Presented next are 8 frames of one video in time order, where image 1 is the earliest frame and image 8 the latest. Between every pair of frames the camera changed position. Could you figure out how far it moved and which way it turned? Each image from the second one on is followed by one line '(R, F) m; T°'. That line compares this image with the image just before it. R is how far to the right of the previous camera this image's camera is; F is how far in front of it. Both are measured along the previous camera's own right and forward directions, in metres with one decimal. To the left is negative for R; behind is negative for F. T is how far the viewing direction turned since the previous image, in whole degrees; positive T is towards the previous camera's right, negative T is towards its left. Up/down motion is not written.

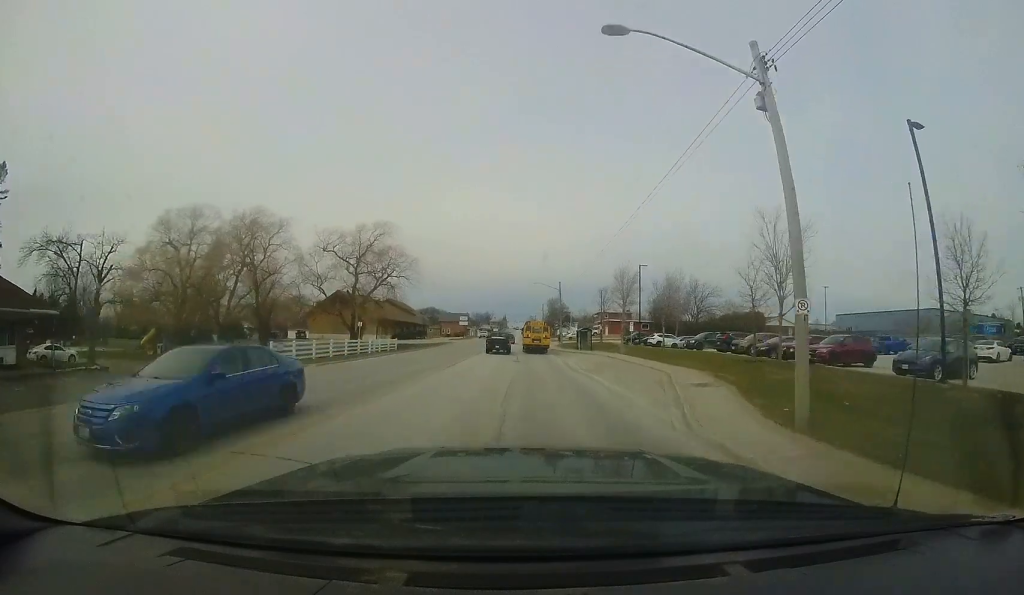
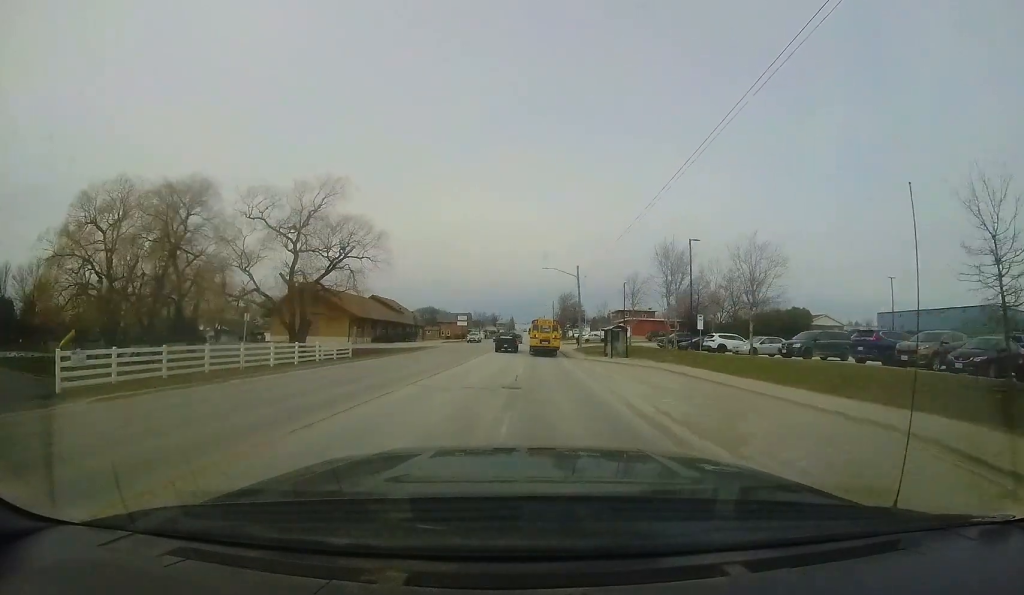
(+0.3, +13.4) m; +2°
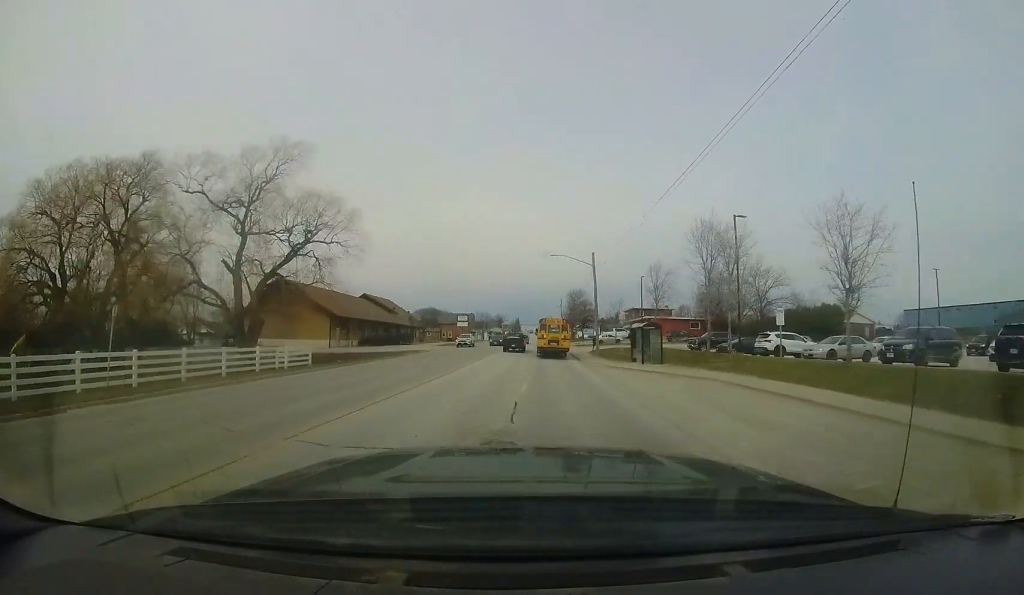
(+0.2, +7.0) m; -1°
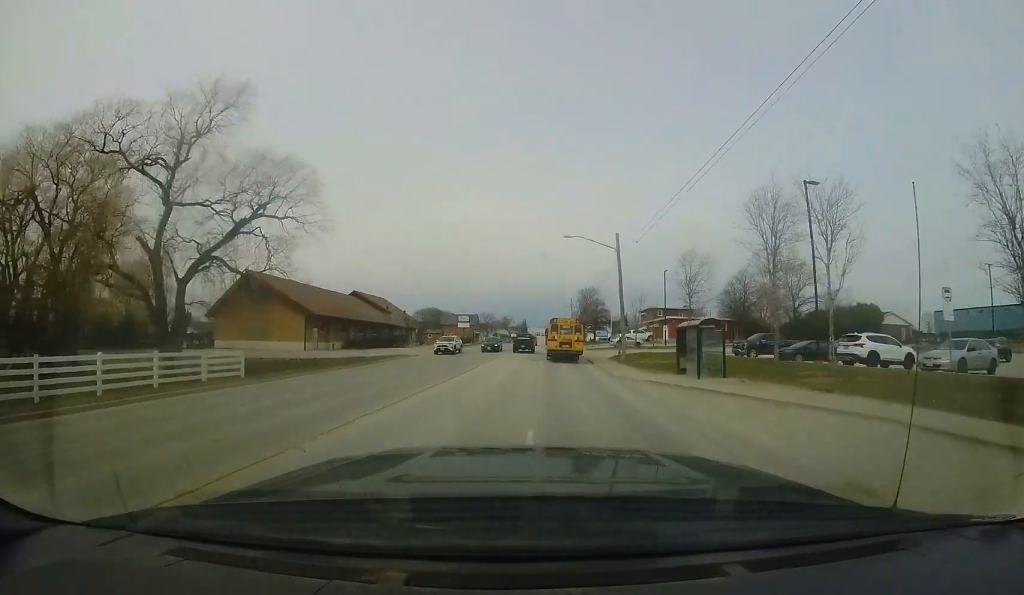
(0.0, +7.1) m; -1°
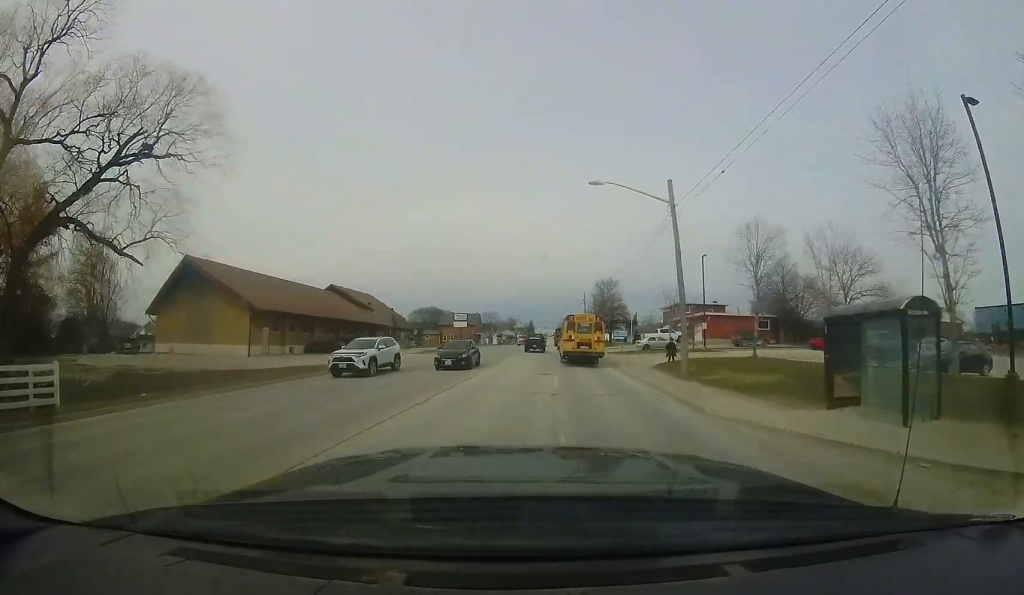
(-0.3, +9.9) m; -2°
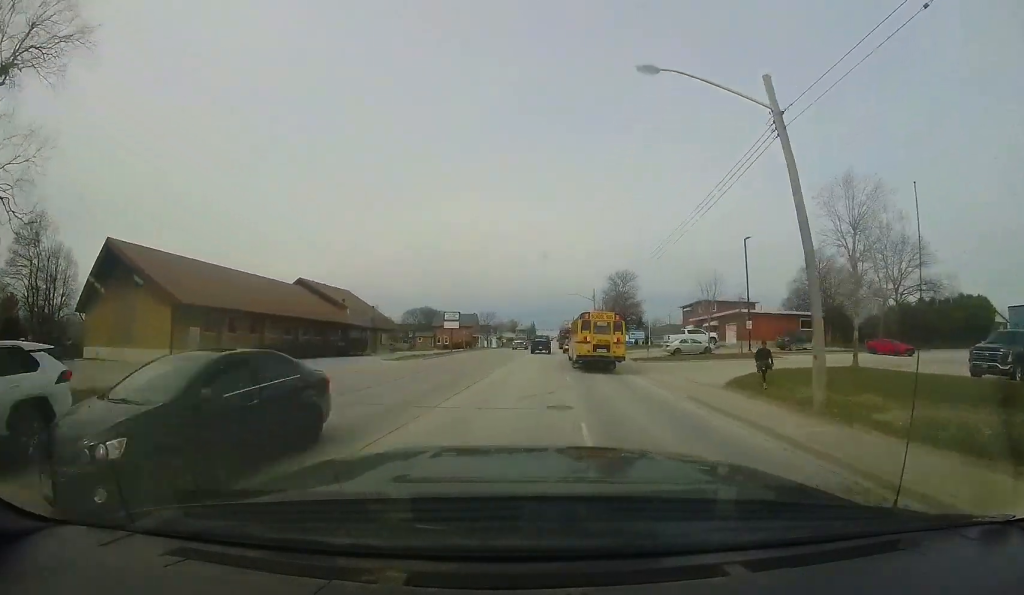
(-0.1, +8.4) m; 0°
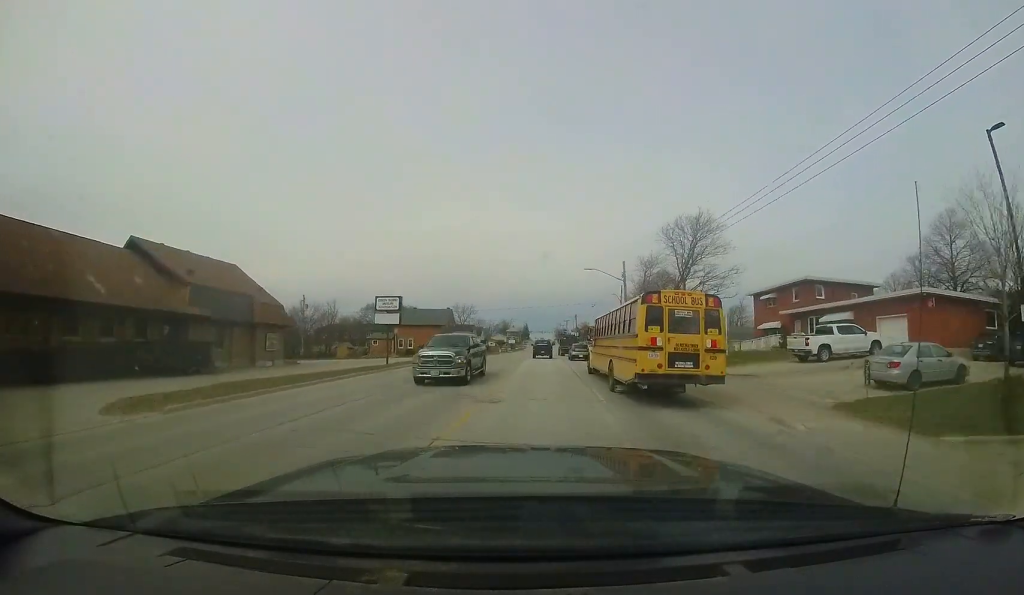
(+0.4, +22.1) m; +1°
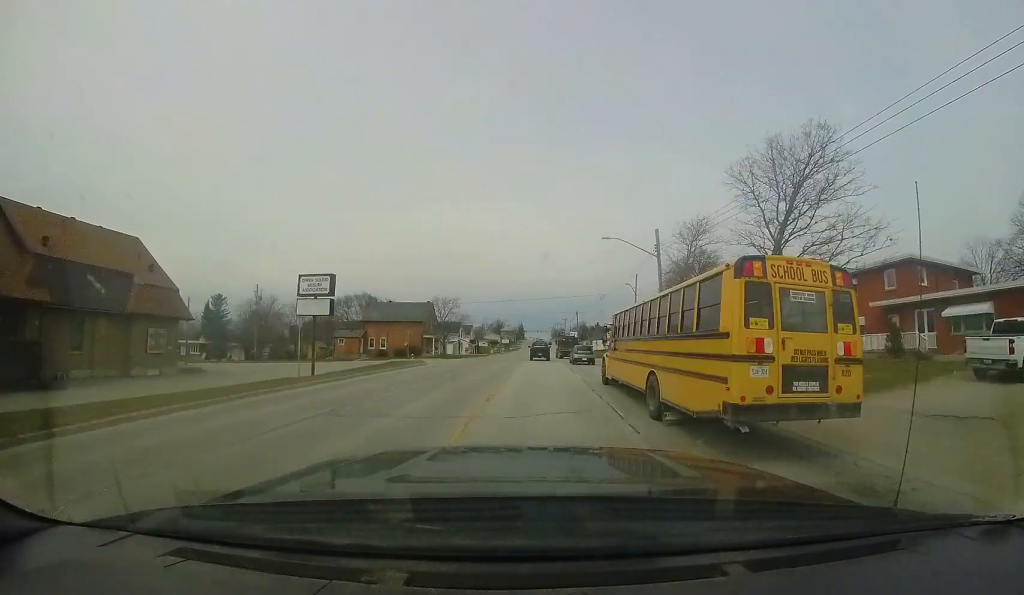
(0.0, +10.7) m; 0°
